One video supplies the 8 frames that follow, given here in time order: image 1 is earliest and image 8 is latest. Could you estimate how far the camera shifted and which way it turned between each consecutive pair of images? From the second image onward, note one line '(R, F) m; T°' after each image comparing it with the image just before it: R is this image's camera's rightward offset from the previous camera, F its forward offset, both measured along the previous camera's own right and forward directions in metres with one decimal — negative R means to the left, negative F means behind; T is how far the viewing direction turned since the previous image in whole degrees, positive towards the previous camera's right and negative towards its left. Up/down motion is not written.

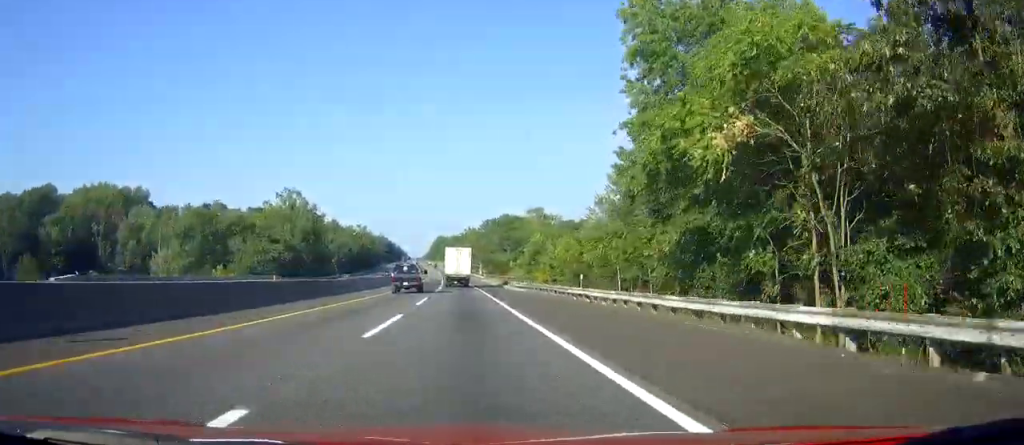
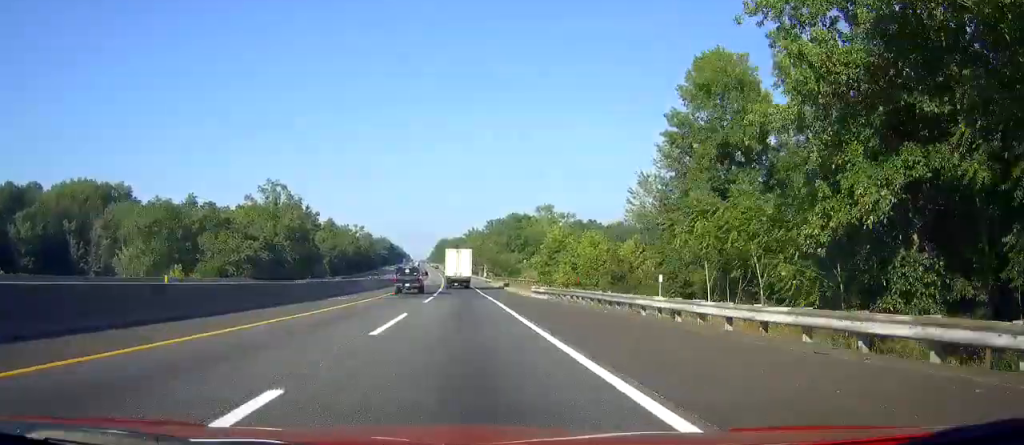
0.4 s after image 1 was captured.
(+0.3, +13.7) m; -1°
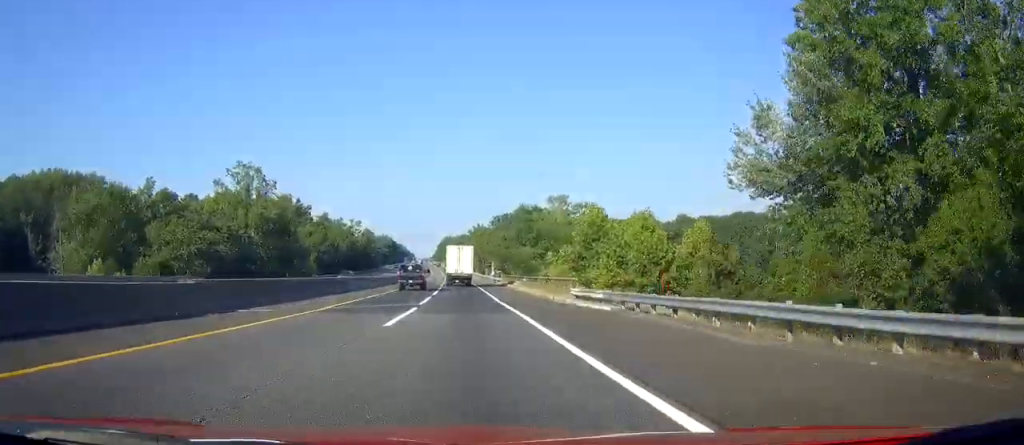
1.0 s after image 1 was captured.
(-0.3, +18.0) m; -1°
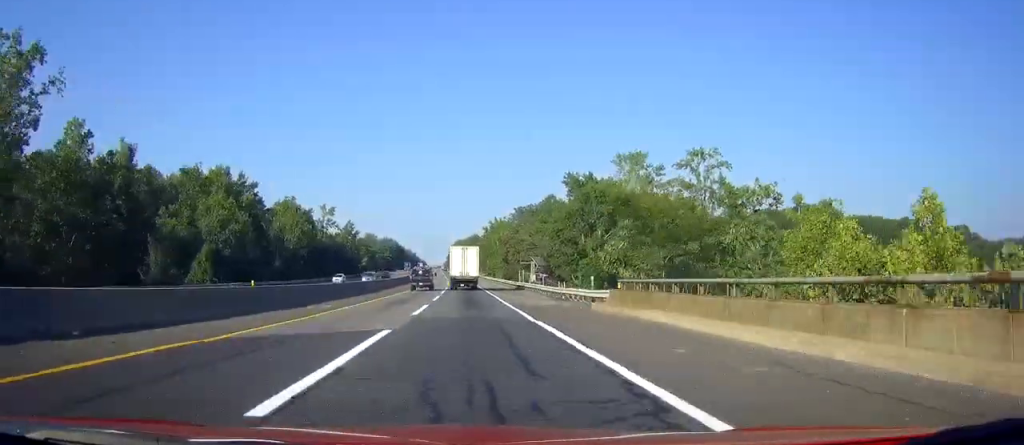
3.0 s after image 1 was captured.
(-1.7, +62.5) m; -2°
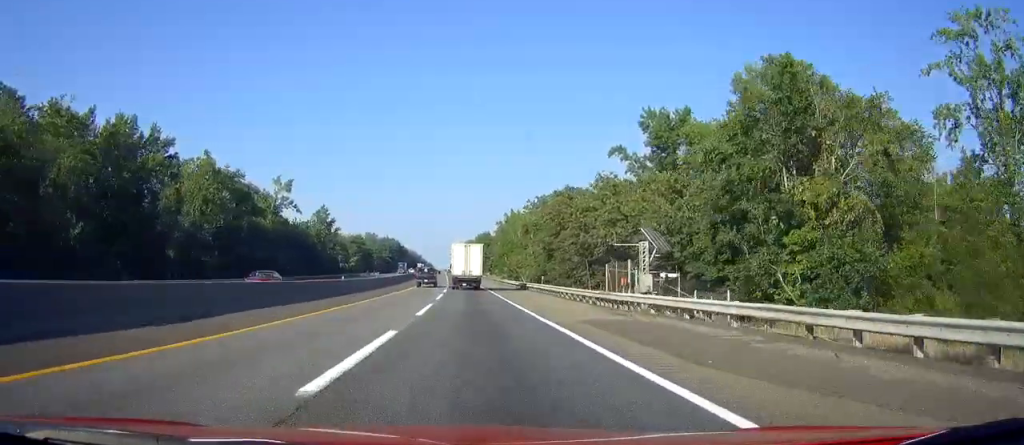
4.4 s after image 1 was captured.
(0.0, +46.8) m; 0°
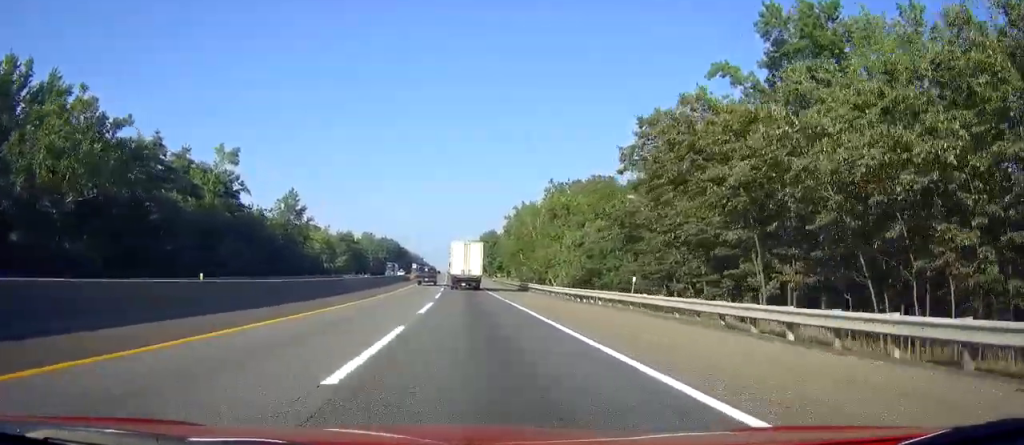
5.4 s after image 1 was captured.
(0.0, +29.8) m; 0°
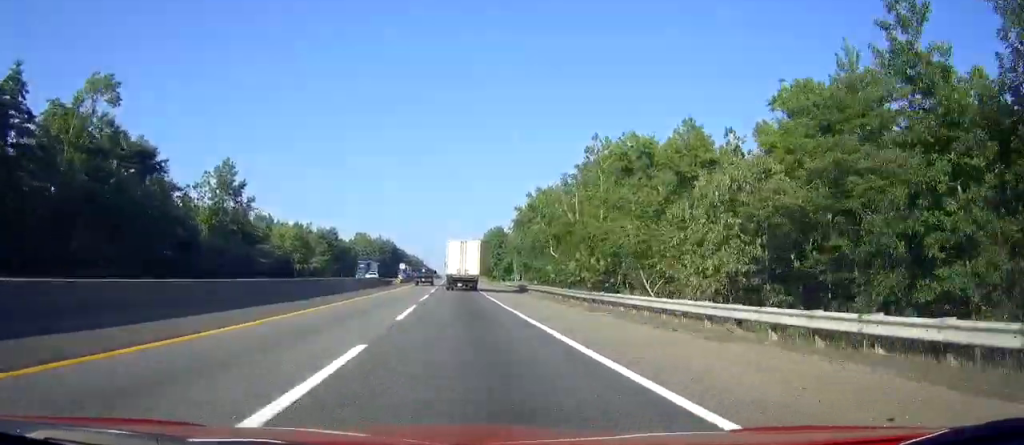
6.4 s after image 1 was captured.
(0.0, +34.2) m; 0°
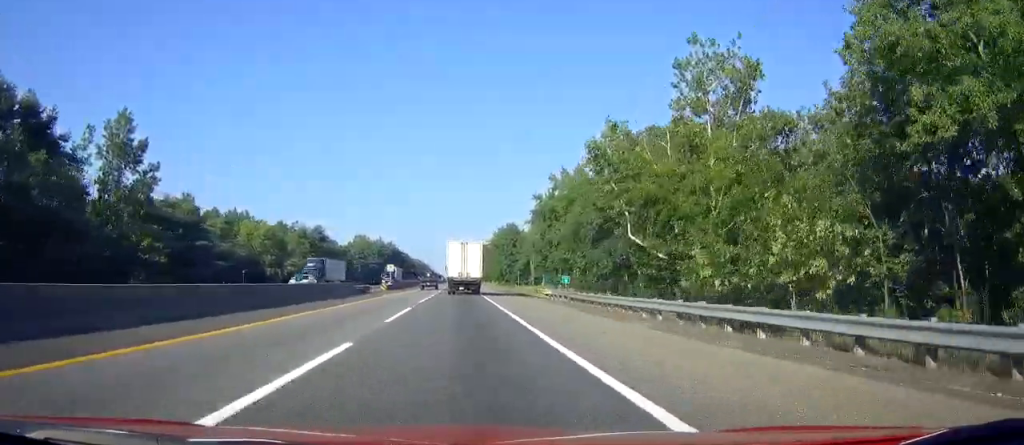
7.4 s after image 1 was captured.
(0.0, +30.0) m; 0°
